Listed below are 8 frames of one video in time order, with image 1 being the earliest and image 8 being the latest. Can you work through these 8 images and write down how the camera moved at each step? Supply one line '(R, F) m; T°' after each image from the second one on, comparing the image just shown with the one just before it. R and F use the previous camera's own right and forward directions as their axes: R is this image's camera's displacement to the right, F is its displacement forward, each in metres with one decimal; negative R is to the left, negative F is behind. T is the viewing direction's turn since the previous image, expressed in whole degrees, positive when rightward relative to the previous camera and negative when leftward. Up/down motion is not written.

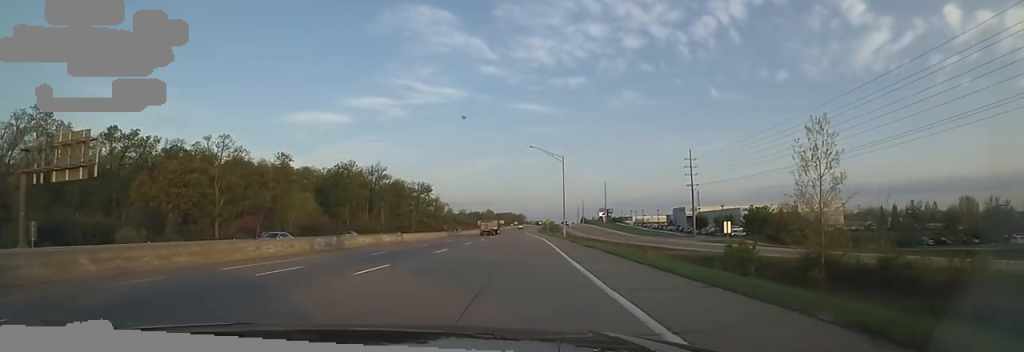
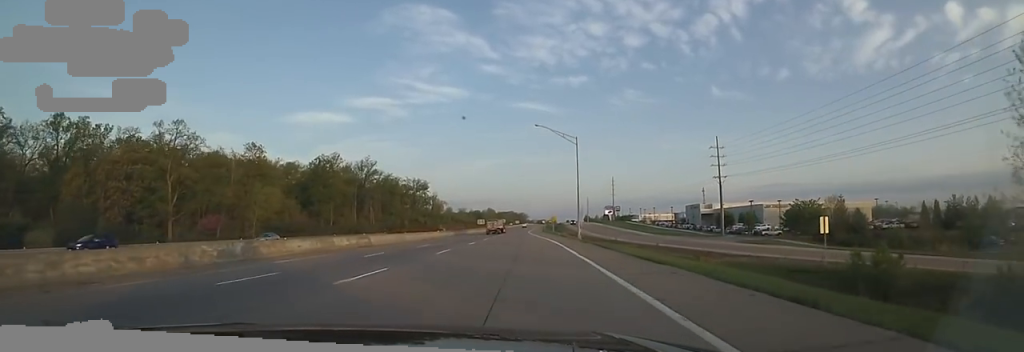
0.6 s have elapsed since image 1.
(-0.8, +14.3) m; 0°
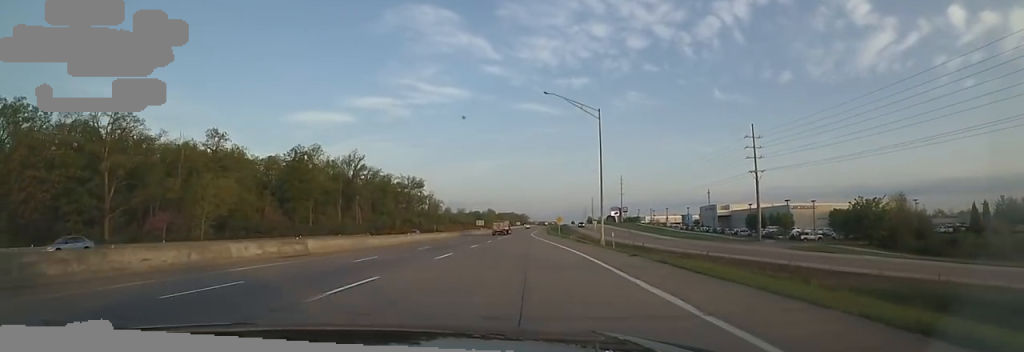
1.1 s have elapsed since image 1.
(+1.0, +14.4) m; 0°
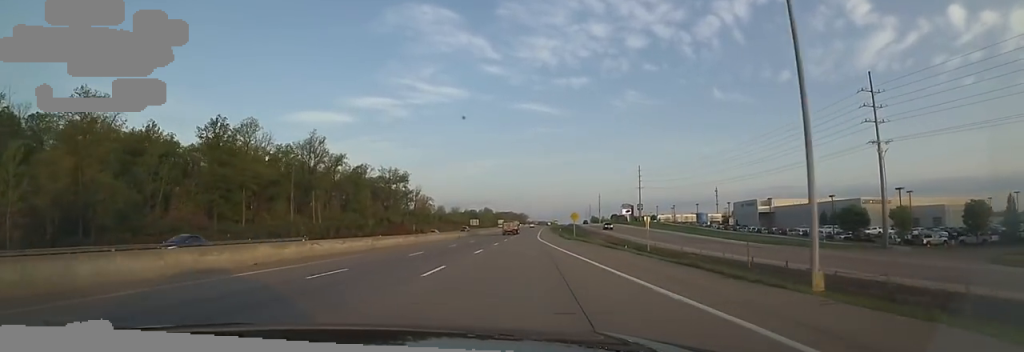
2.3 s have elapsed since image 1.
(-0.9, +30.3) m; -1°
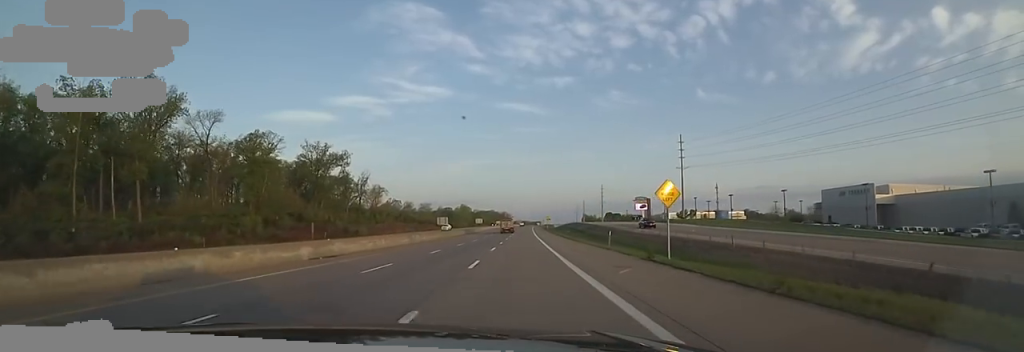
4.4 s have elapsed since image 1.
(+2.0, +57.7) m; +3°
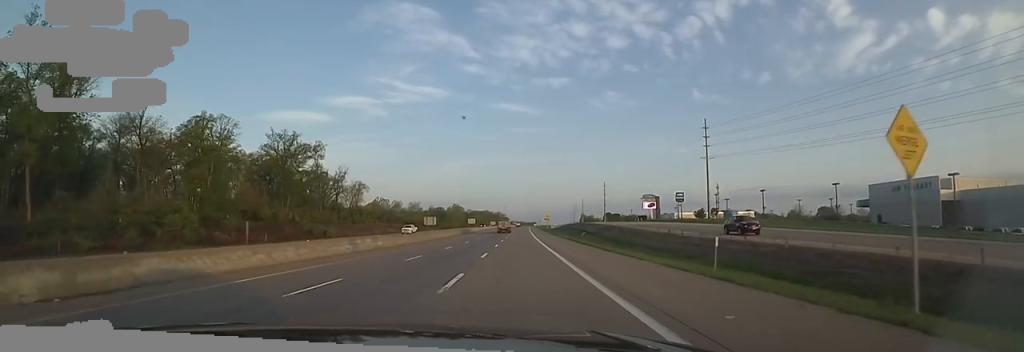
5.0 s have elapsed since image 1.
(0.0, +18.0) m; +1°
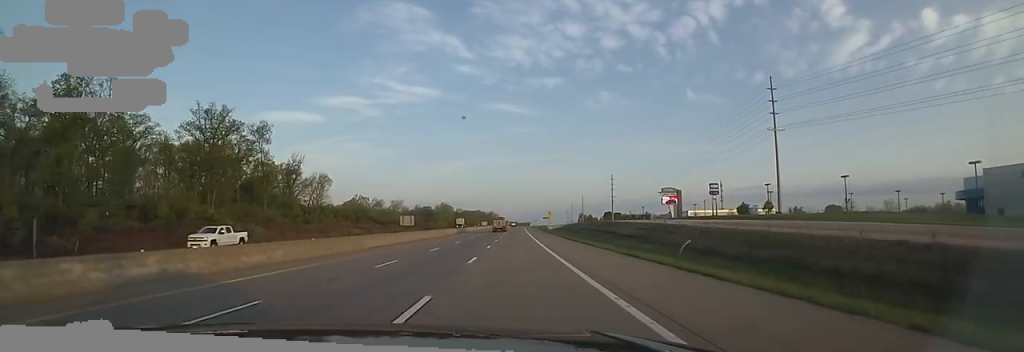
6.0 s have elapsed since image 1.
(+0.7, +28.8) m; +1°
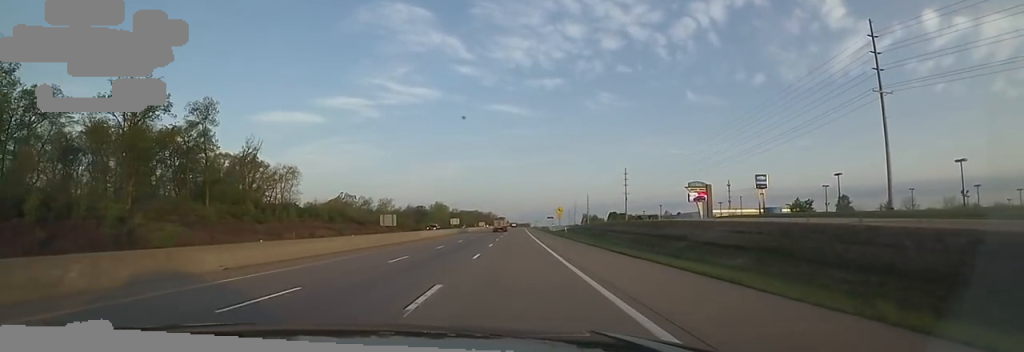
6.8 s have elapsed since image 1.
(+0.2, +22.3) m; -1°
